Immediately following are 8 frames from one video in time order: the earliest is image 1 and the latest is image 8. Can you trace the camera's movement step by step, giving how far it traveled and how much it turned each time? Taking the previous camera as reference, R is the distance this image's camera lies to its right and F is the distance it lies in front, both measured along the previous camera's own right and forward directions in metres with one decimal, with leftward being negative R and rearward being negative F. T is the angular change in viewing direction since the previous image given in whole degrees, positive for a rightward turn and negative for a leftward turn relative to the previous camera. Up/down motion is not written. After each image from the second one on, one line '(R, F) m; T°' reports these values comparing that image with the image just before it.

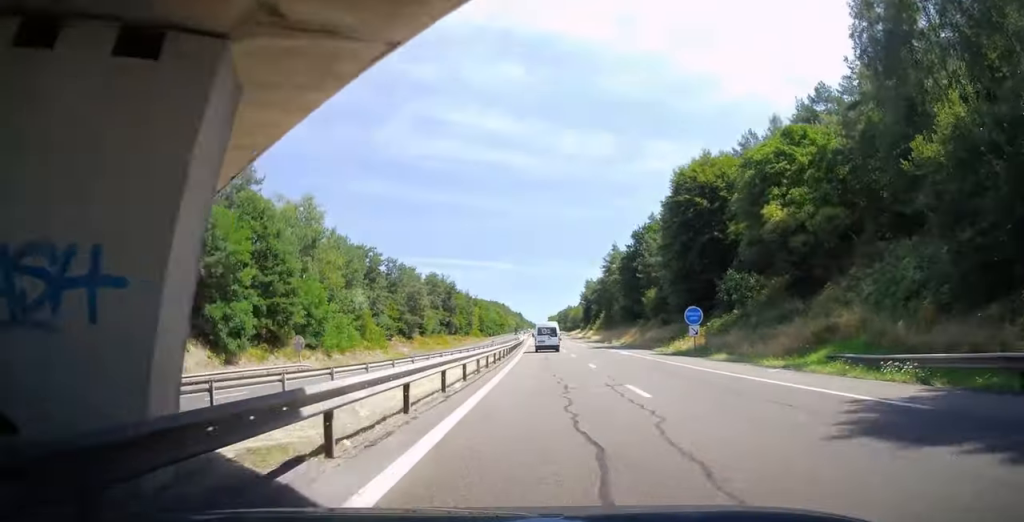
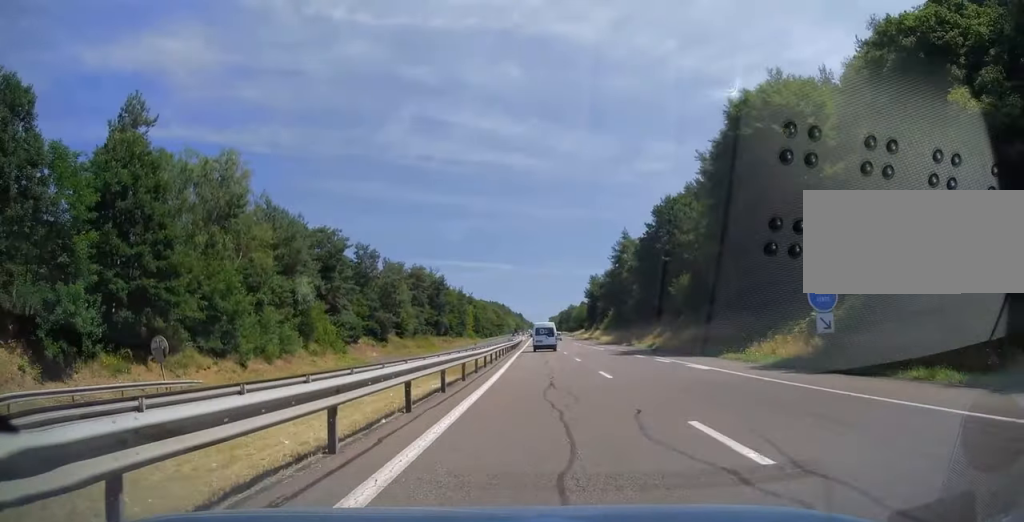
(0.0, +19.6) m; 0°
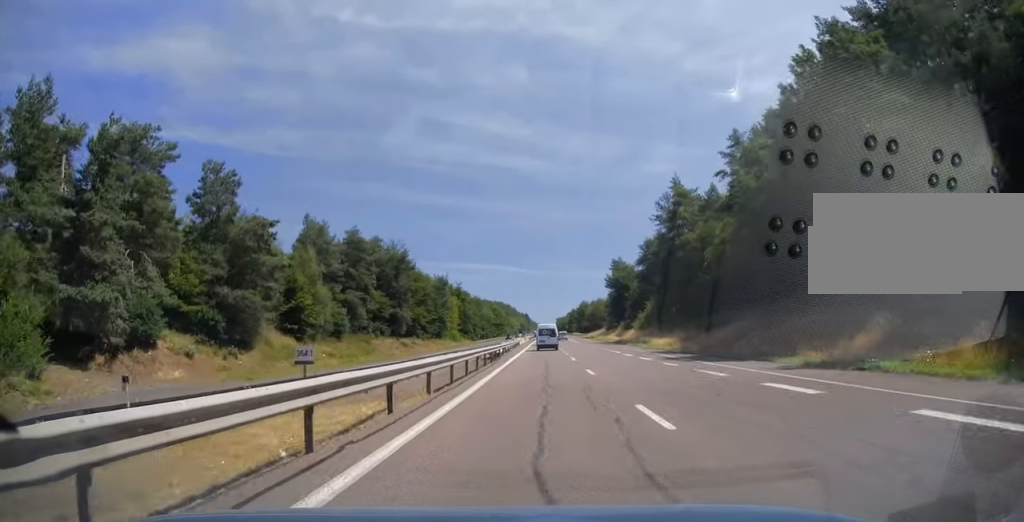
(-0.5, +47.9) m; -1°
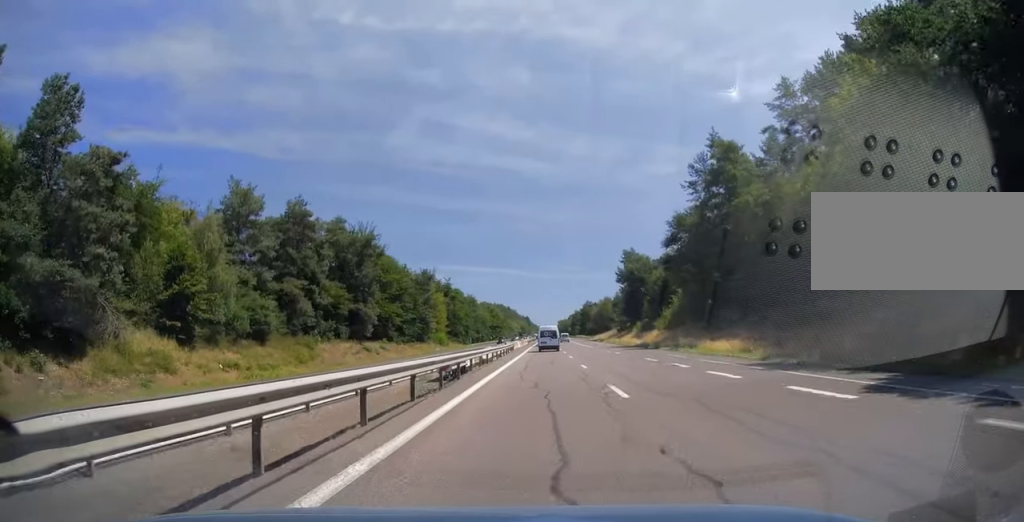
(-0.1, +21.1) m; 0°
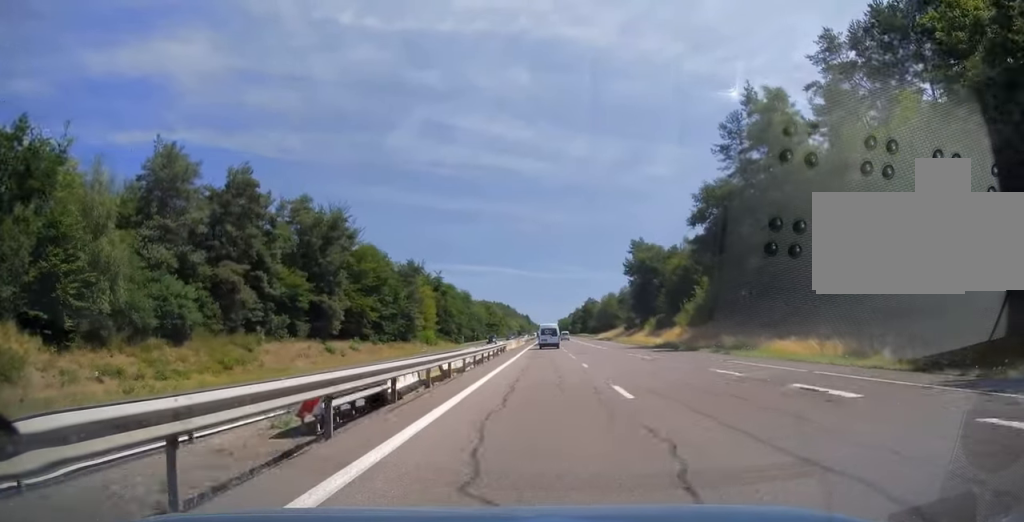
(0.0, +13.4) m; 0°
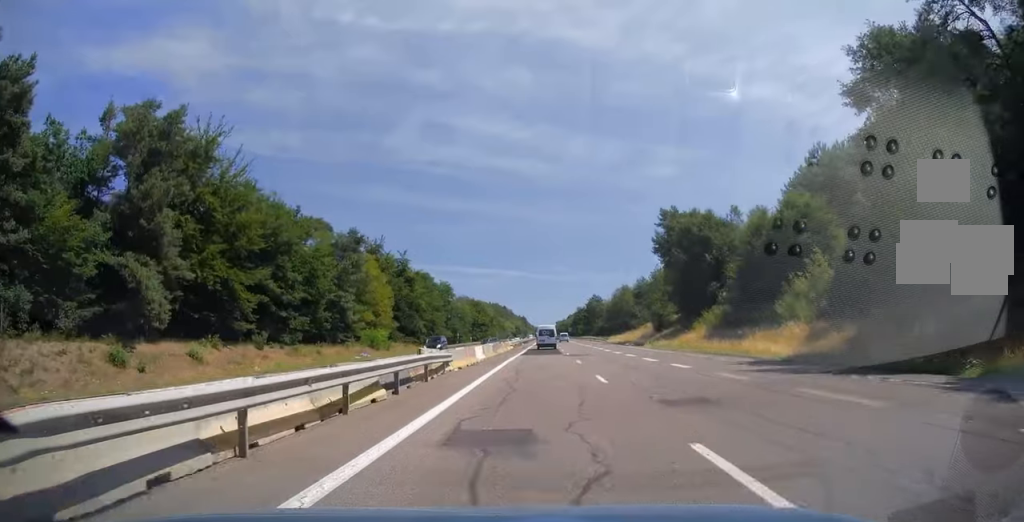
(0.0, +34.0) m; 0°
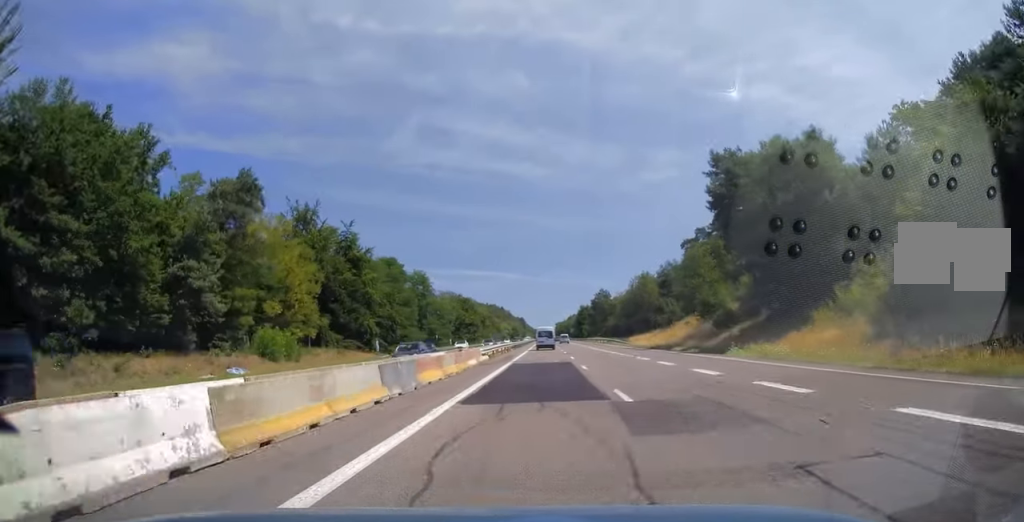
(+0.1, +30.3) m; 0°
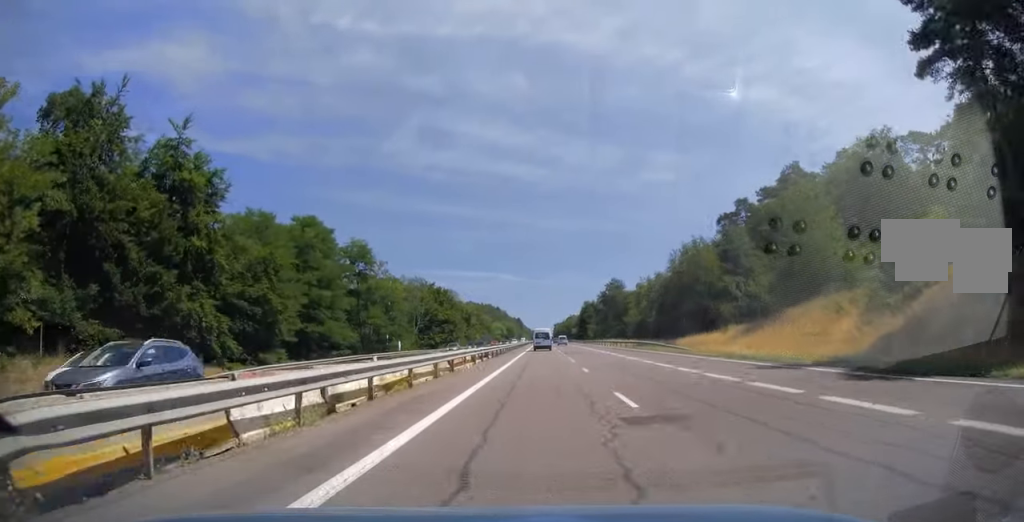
(0.0, +39.1) m; 0°
